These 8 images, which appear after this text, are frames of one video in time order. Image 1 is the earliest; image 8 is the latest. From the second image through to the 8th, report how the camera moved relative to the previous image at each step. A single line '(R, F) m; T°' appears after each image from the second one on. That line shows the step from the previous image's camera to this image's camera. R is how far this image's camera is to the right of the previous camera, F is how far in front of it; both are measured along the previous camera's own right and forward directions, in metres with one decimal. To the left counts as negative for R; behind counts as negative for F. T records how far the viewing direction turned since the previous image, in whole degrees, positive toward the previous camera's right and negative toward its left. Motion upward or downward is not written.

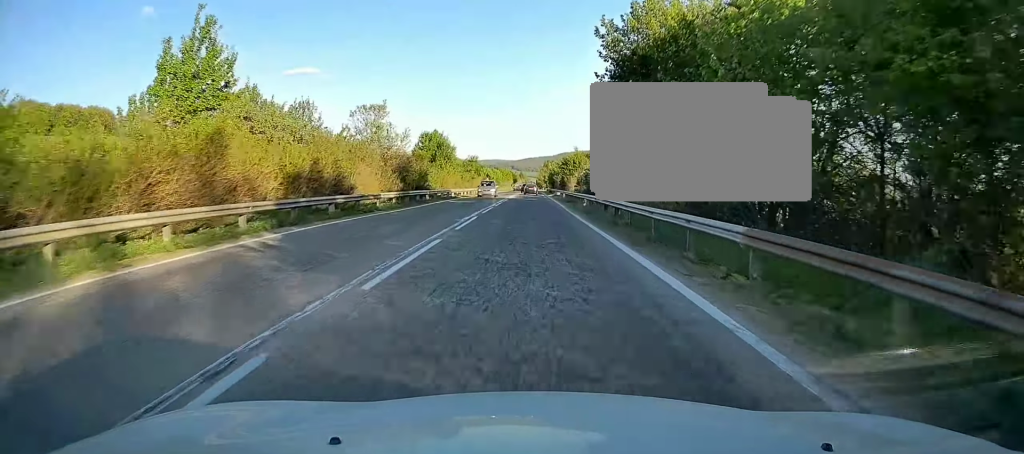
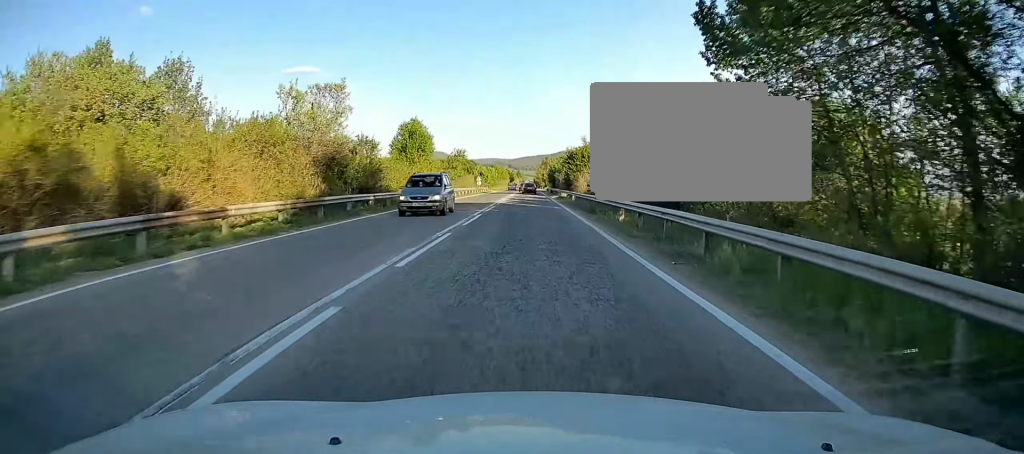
(-0.1, +16.3) m; 0°
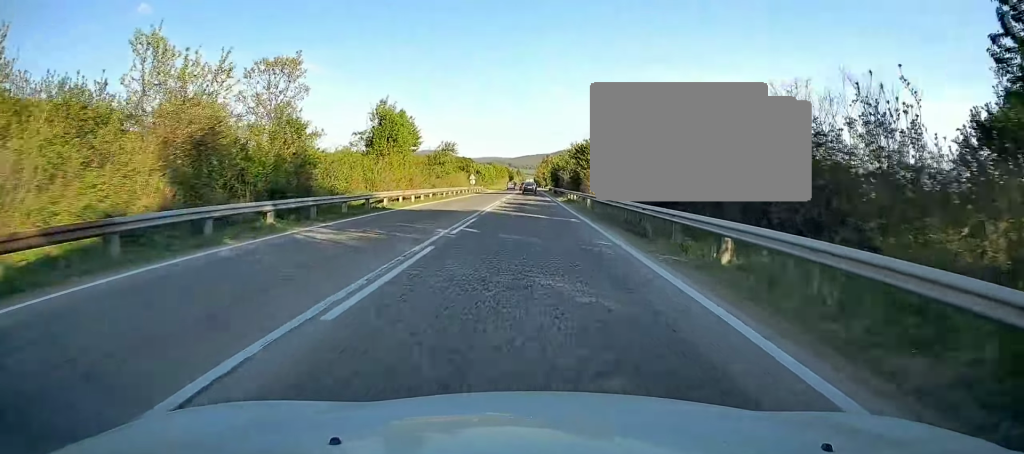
(+0.1, +12.3) m; 0°
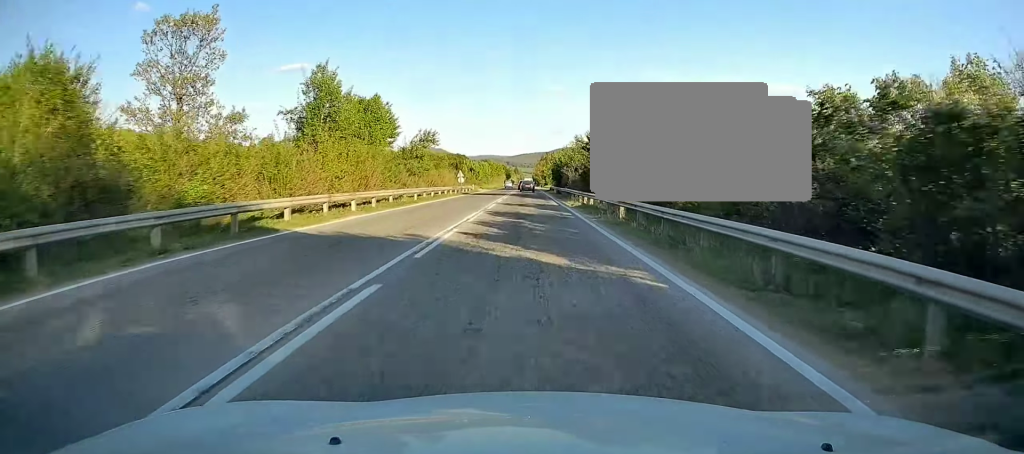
(0.0, +13.8) m; 0°
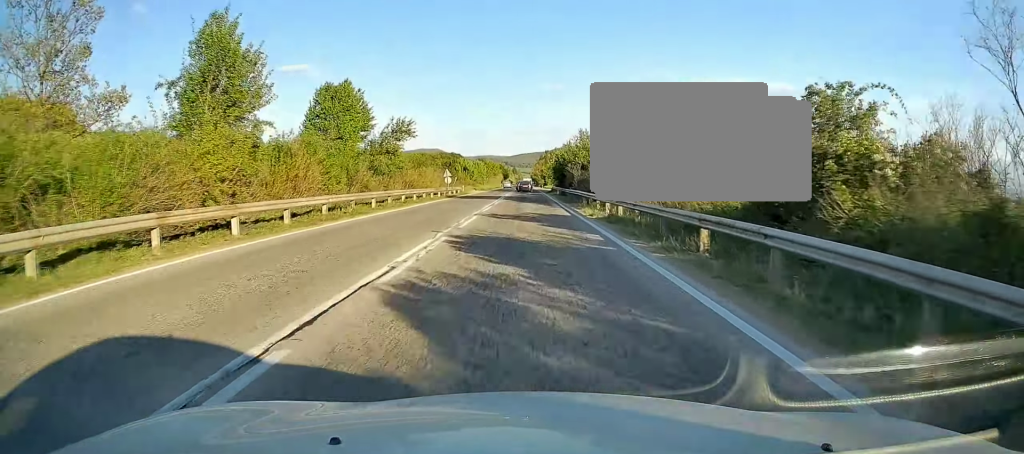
(0.0, +11.4) m; 0°
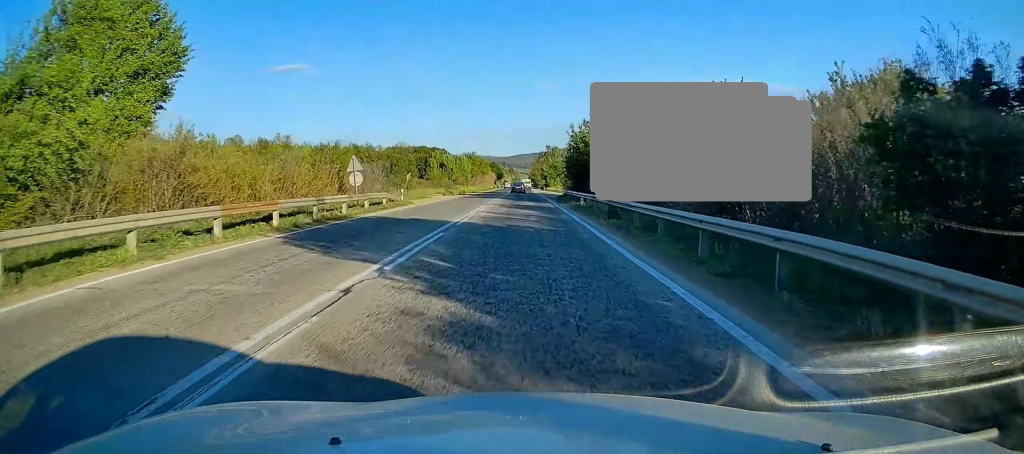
(+0.4, +35.2) m; +1°
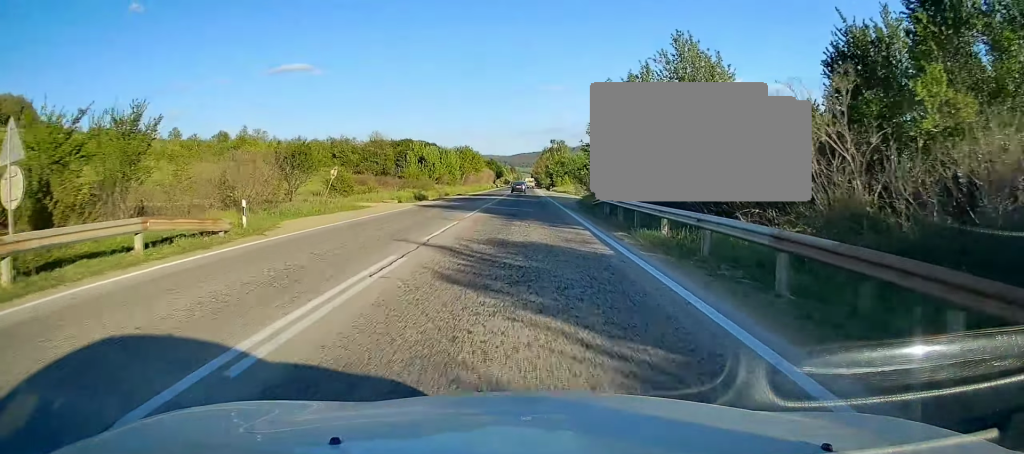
(-0.1, +22.9) m; -1°
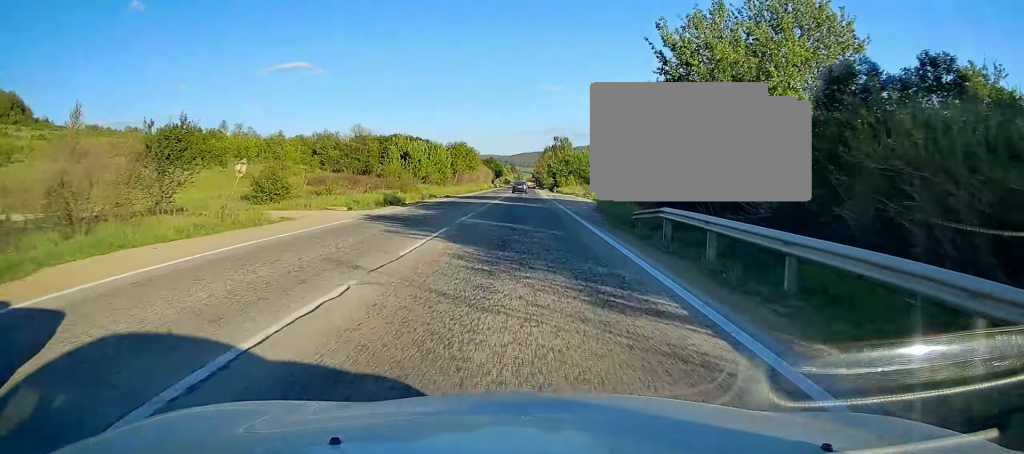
(-0.2, +11.7) m; 0°
